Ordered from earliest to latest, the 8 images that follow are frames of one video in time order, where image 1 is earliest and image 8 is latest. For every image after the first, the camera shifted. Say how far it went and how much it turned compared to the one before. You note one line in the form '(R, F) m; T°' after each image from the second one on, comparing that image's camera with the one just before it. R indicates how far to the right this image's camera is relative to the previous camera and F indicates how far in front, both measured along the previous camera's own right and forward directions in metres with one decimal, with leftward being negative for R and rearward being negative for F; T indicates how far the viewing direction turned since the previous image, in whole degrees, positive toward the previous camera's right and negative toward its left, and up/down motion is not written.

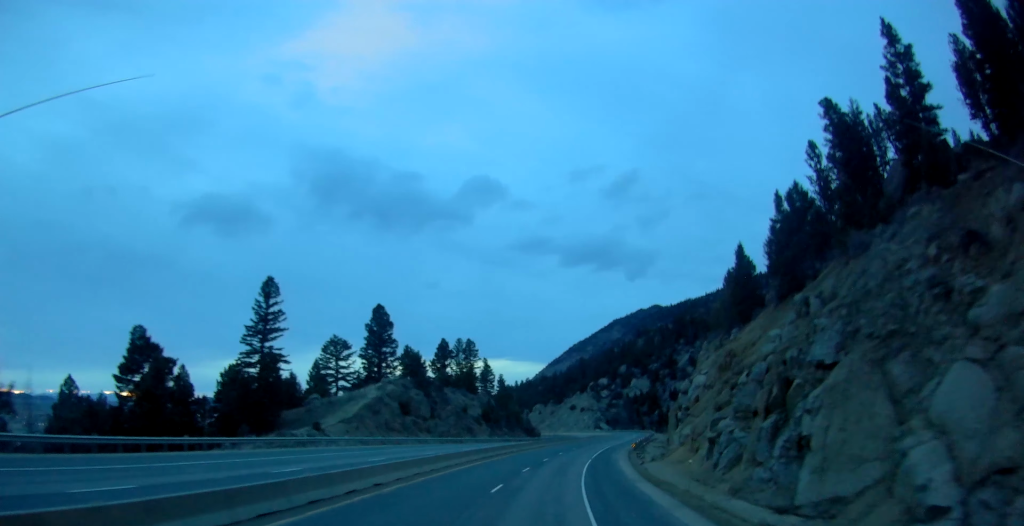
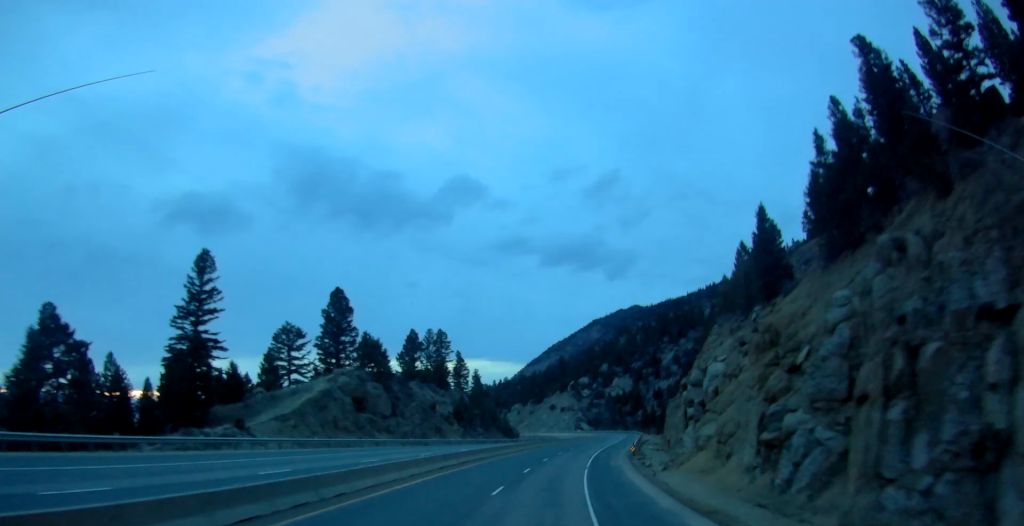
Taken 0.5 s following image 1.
(+0.2, +12.8) m; +2°
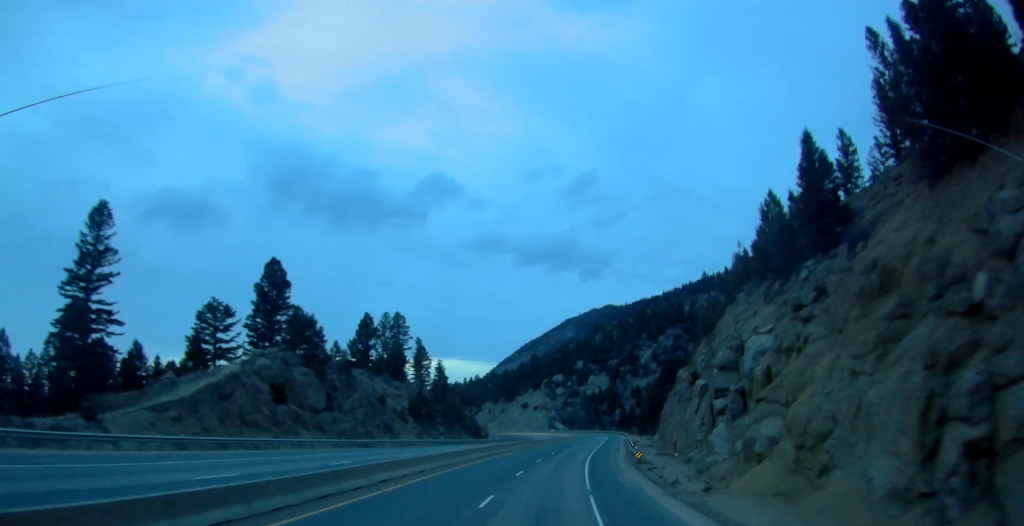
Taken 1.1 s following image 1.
(-0.2, +16.1) m; +2°
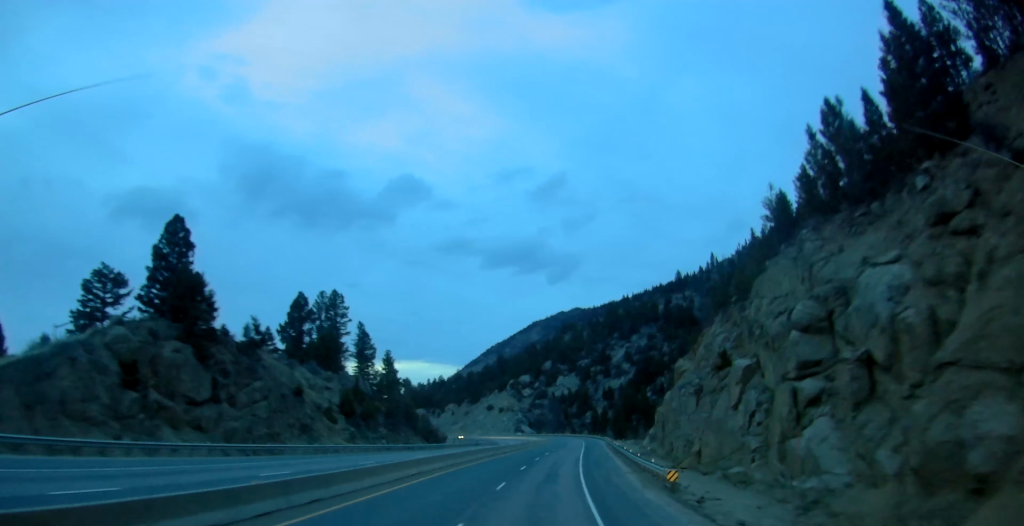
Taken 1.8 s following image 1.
(+0.8, +18.4) m; +3°
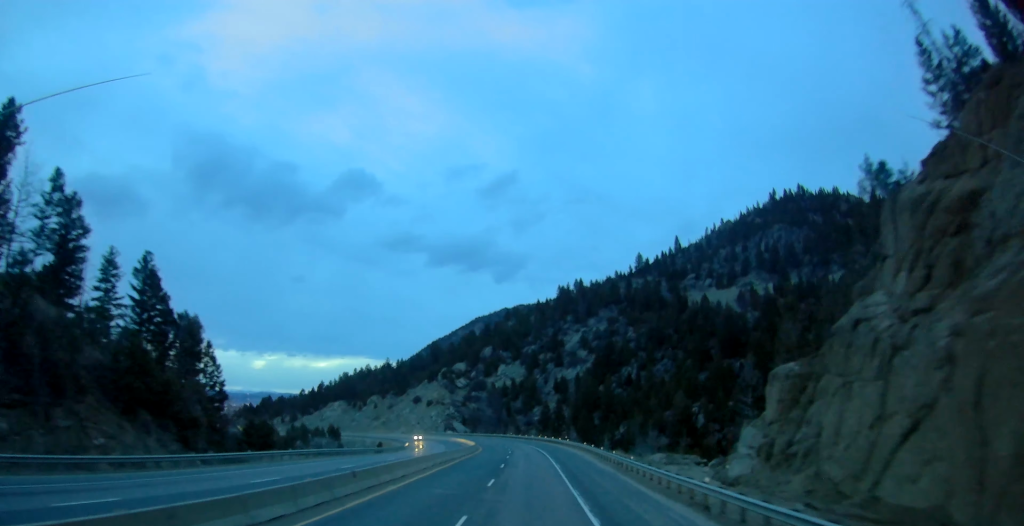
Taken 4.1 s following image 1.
(+5.3, +59.2) m; +8°
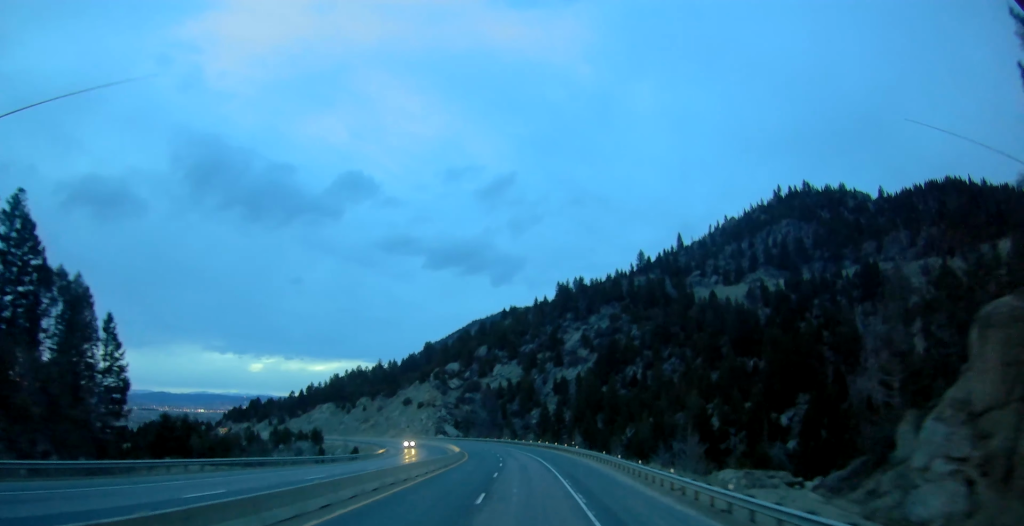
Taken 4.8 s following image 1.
(-0.2, +17.8) m; 0°
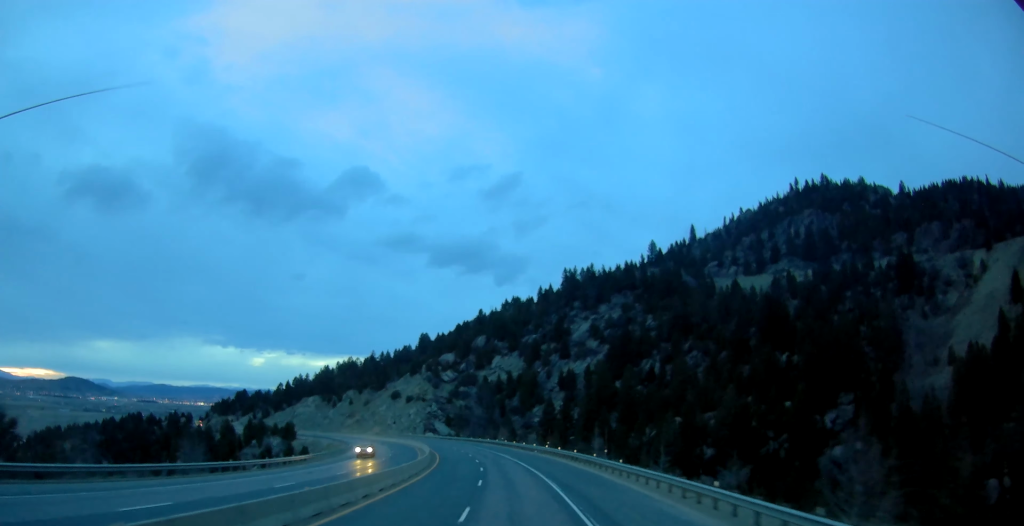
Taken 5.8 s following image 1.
(0.0, +28.8) m; +1°
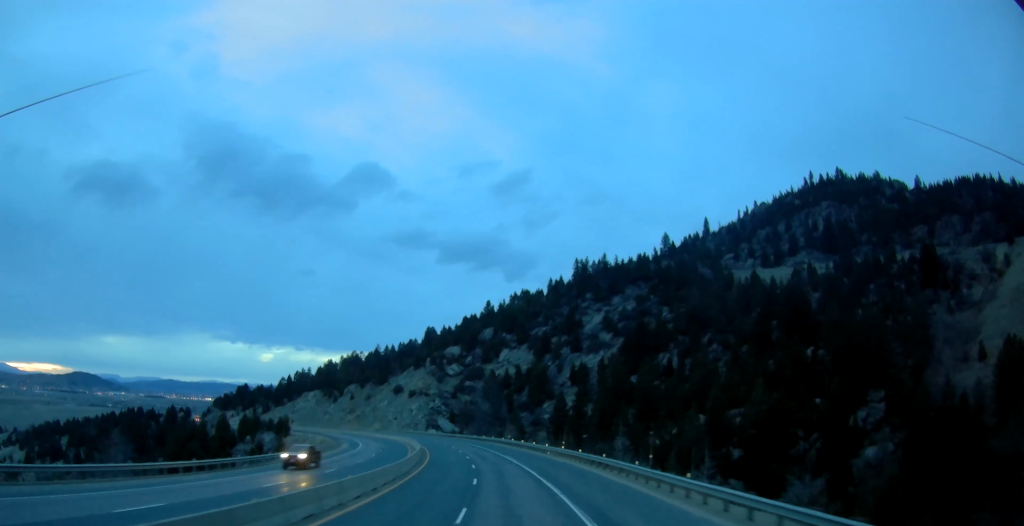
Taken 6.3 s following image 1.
(+0.2, +13.2) m; +1°
